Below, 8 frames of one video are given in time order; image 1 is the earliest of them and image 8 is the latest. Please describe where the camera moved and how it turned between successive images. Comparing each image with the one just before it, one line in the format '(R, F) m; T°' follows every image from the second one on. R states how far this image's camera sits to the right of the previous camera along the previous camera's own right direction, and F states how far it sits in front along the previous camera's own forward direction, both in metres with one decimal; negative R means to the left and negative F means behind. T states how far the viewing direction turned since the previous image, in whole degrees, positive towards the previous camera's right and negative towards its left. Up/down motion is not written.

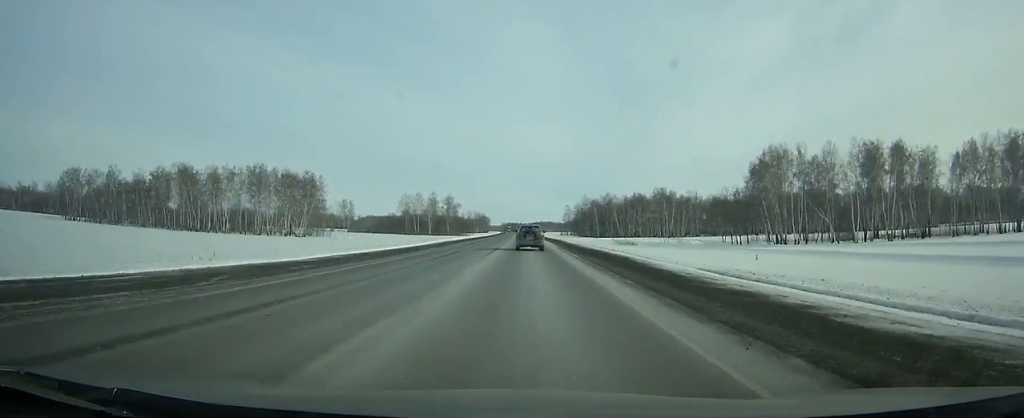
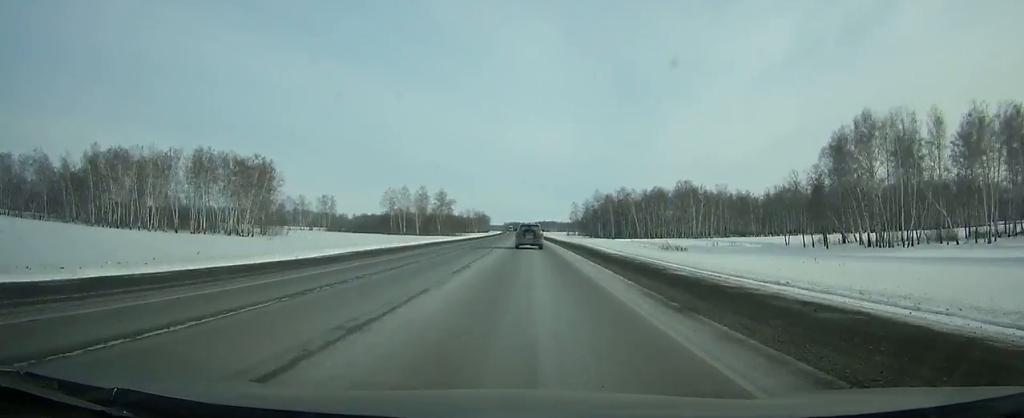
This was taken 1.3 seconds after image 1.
(-0.1, +33.3) m; 0°
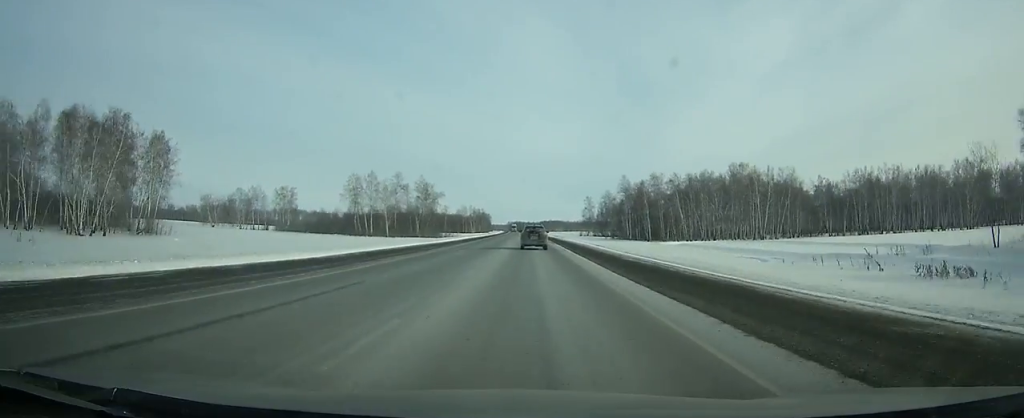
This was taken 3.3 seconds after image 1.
(-0.1, +51.4) m; 0°
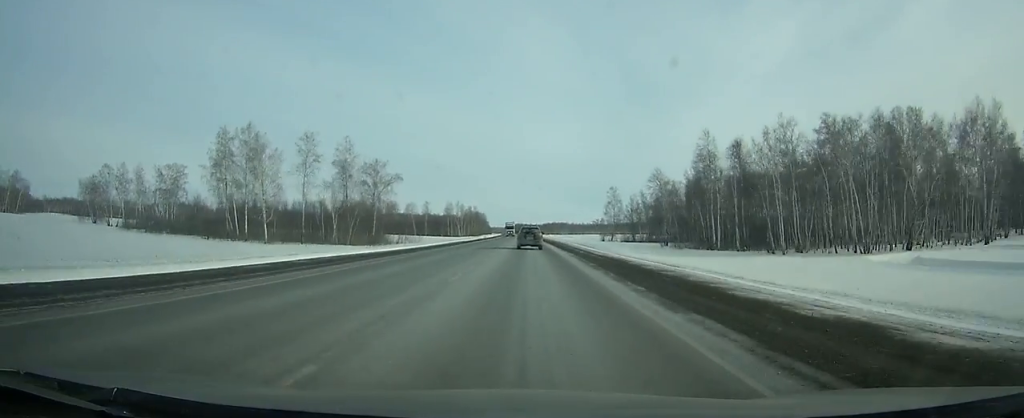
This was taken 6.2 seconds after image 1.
(-0.1, +74.4) m; 0°
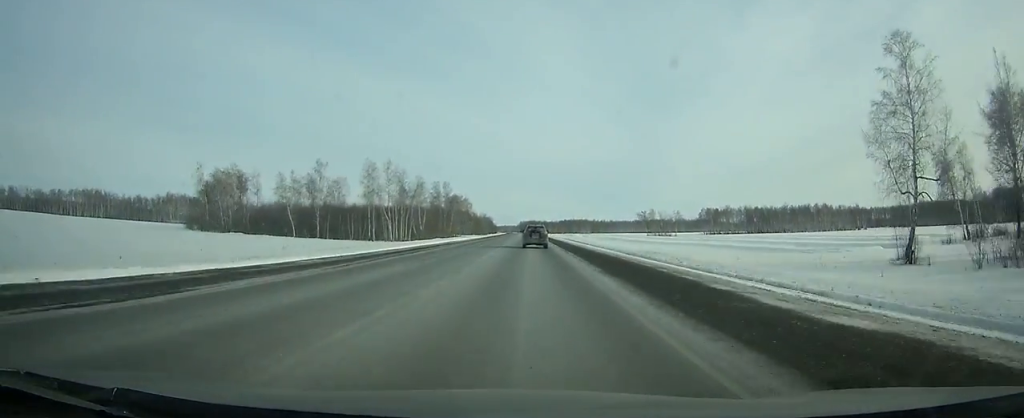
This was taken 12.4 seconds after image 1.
(-0.9, +160.3) m; -1°
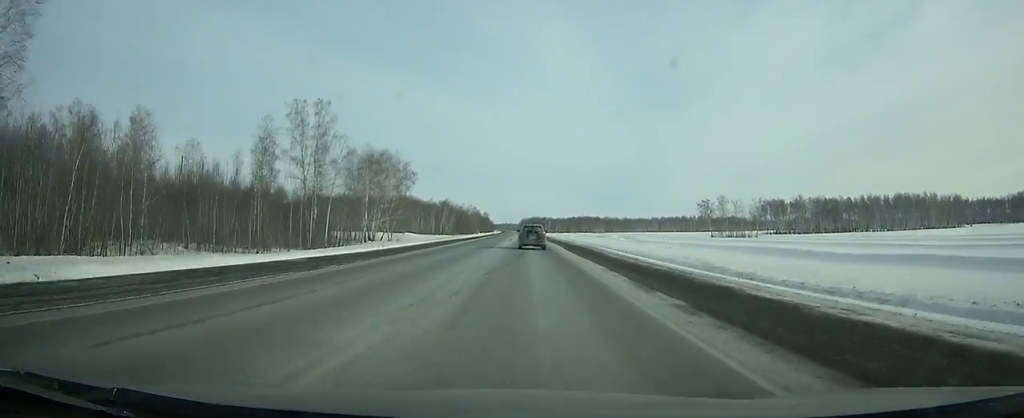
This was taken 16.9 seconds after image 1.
(-0.9, +116.8) m; -1°
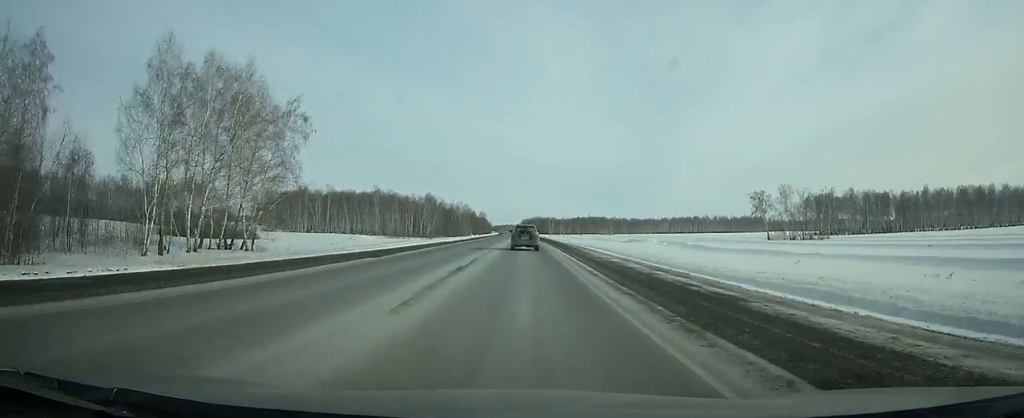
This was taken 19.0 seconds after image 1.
(0.0, +54.2) m; 0°
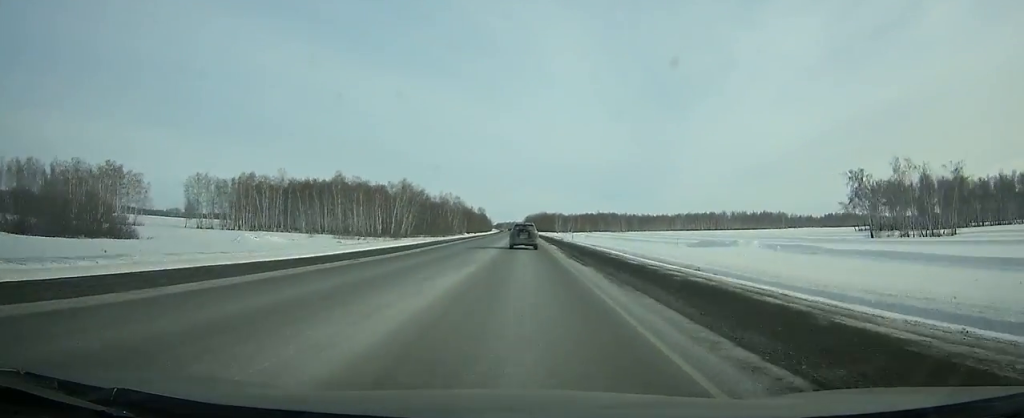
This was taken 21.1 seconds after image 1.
(0.0, +54.1) m; 0°
